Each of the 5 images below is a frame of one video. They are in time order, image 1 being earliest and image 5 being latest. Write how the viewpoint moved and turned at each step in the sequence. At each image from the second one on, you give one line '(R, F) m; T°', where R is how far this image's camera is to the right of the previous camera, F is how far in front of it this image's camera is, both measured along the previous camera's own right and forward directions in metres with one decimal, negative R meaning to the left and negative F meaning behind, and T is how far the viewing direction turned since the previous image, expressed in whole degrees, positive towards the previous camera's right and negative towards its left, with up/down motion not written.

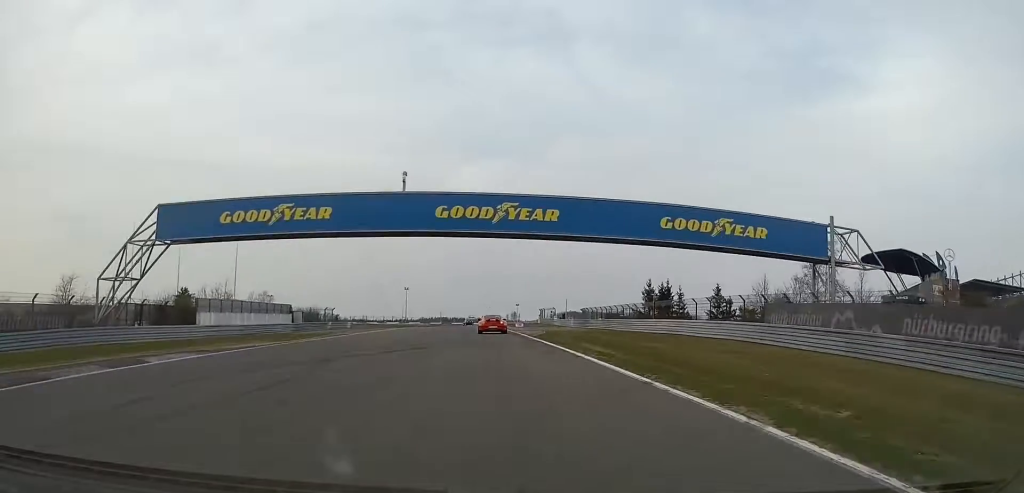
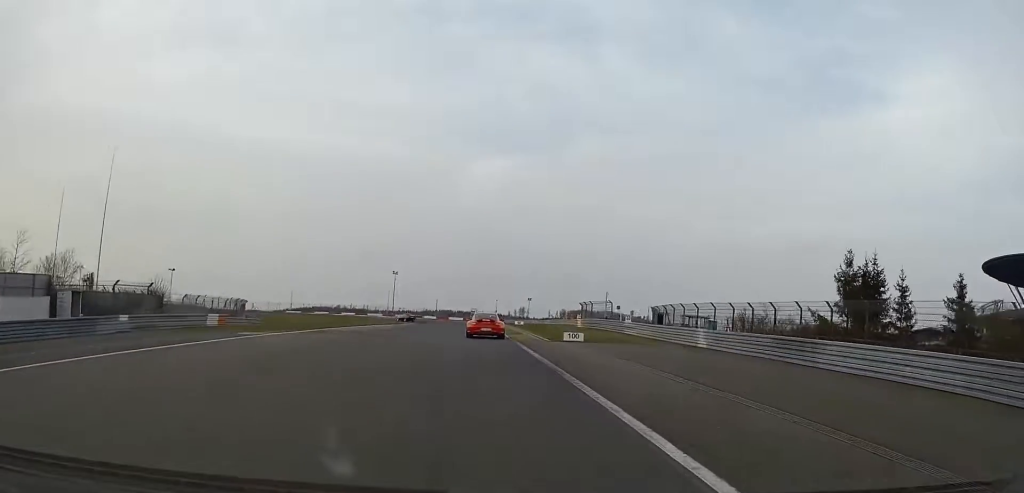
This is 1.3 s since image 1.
(-0.5, +53.6) m; -2°
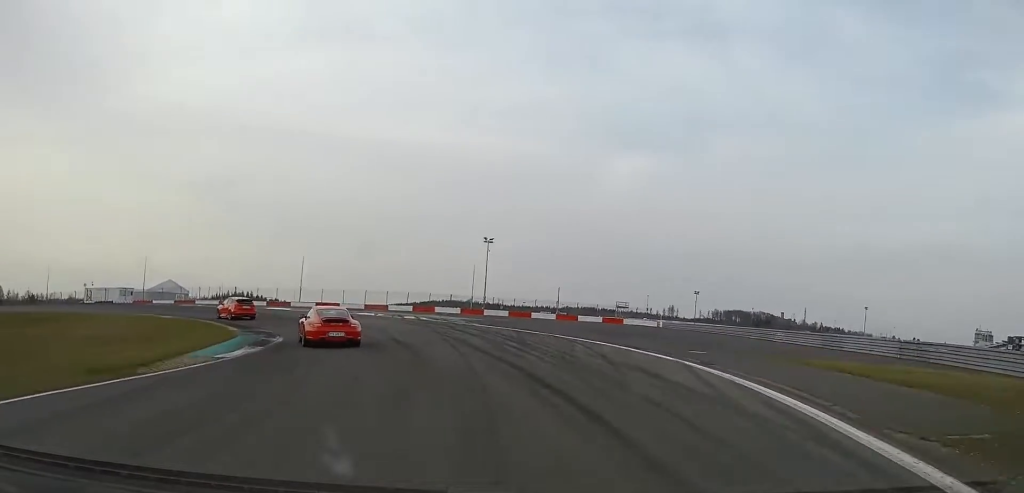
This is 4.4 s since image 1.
(-4.9, +92.6) m; -16°
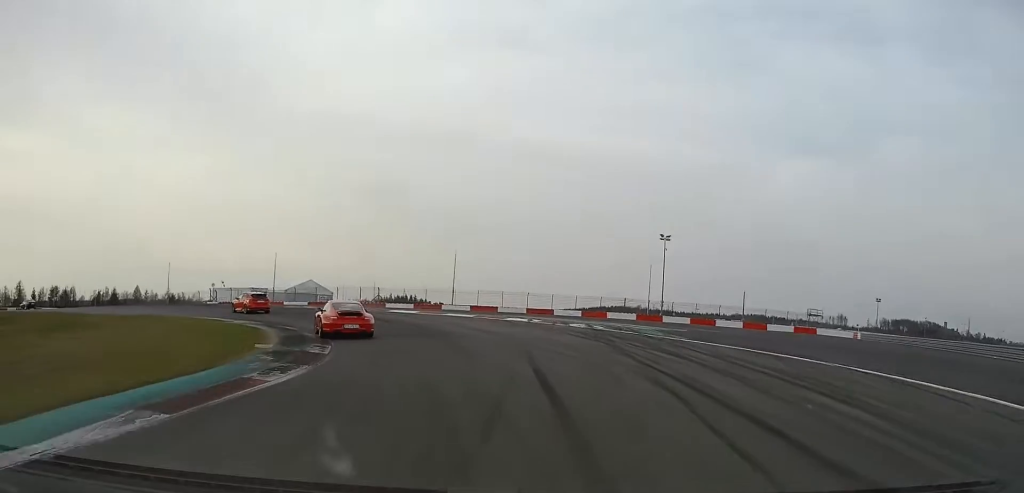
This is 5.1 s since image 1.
(-1.9, +14.1) m; -14°
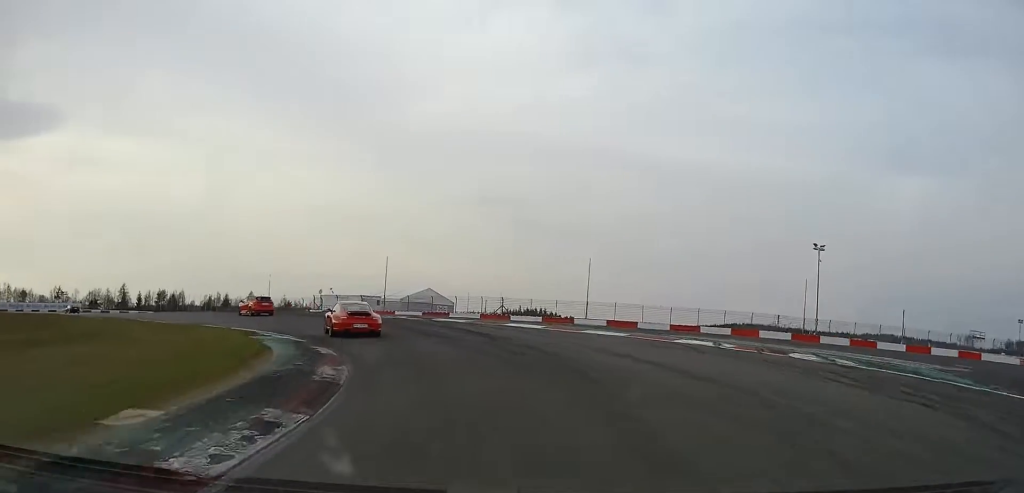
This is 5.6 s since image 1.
(-1.2, +12.4) m; -12°
